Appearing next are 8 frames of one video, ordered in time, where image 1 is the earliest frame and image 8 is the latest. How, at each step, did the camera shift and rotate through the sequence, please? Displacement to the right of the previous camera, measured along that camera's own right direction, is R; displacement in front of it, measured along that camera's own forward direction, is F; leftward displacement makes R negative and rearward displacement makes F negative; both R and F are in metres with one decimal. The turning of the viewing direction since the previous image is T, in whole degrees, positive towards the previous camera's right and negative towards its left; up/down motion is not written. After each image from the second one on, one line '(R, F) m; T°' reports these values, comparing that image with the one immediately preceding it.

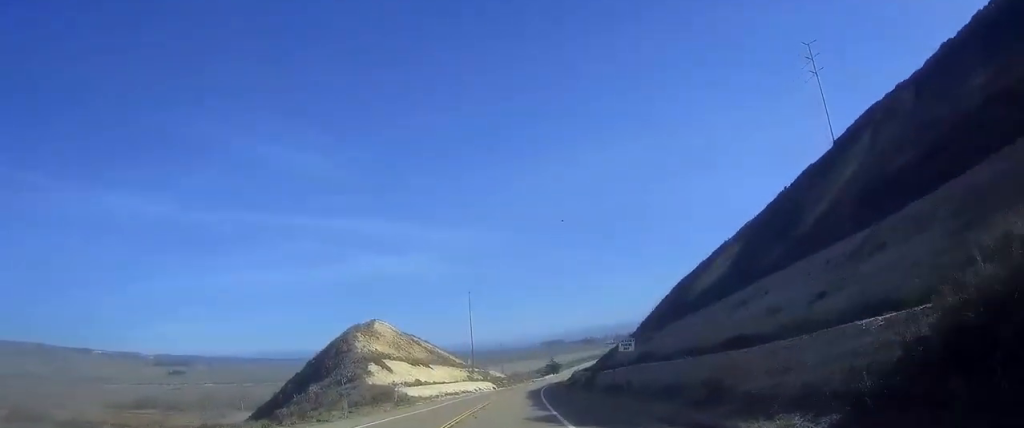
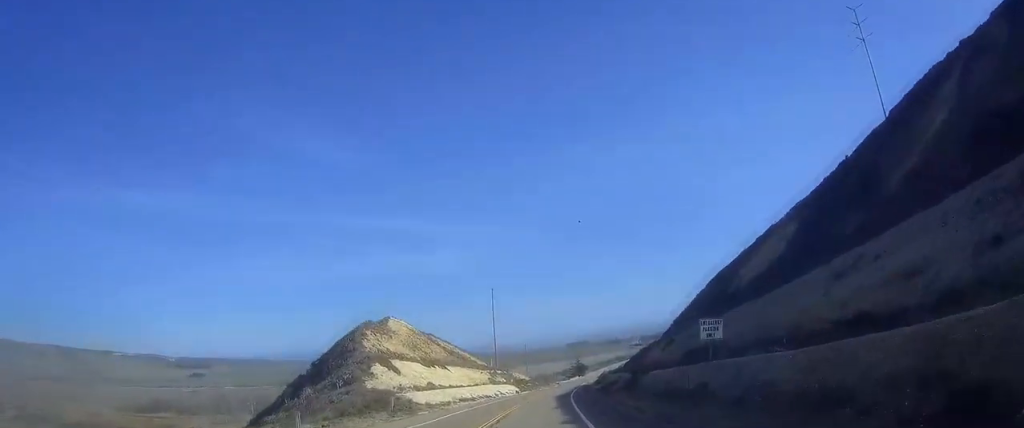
(-0.1, +10.9) m; +1°
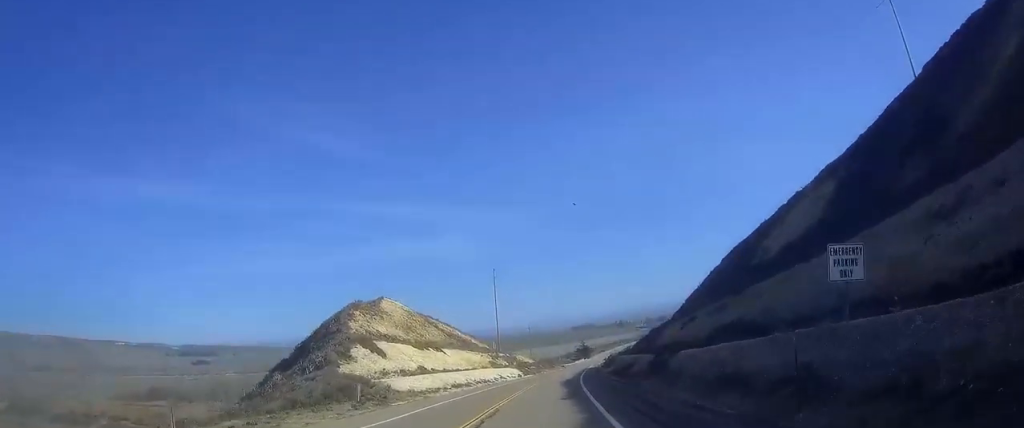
(+0.2, +9.3) m; +1°
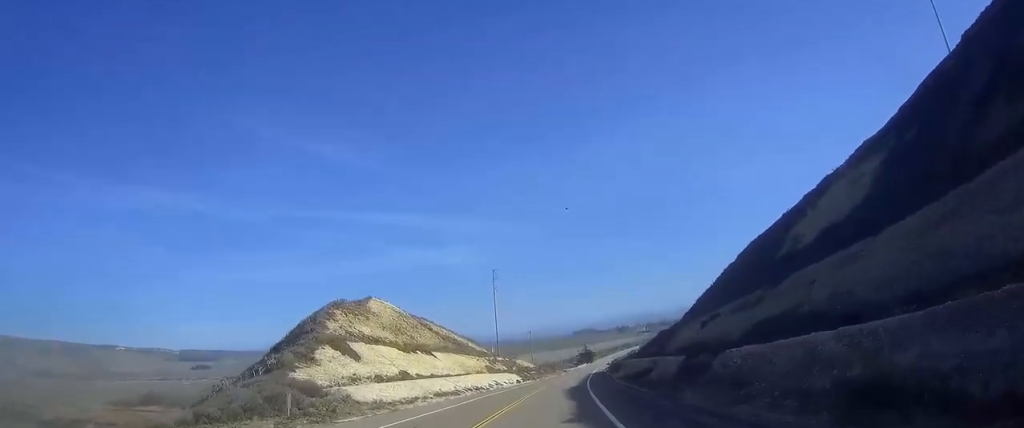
(0.0, +10.1) m; +1°
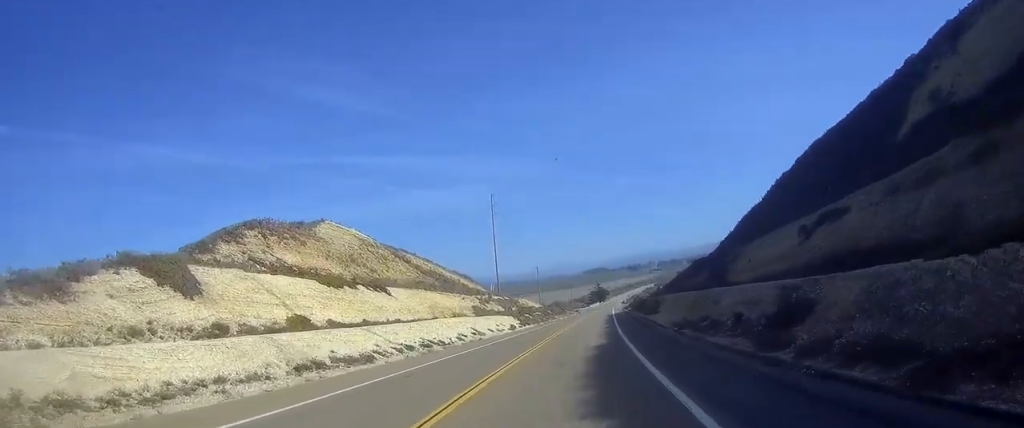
(+0.5, +29.5) m; +2°
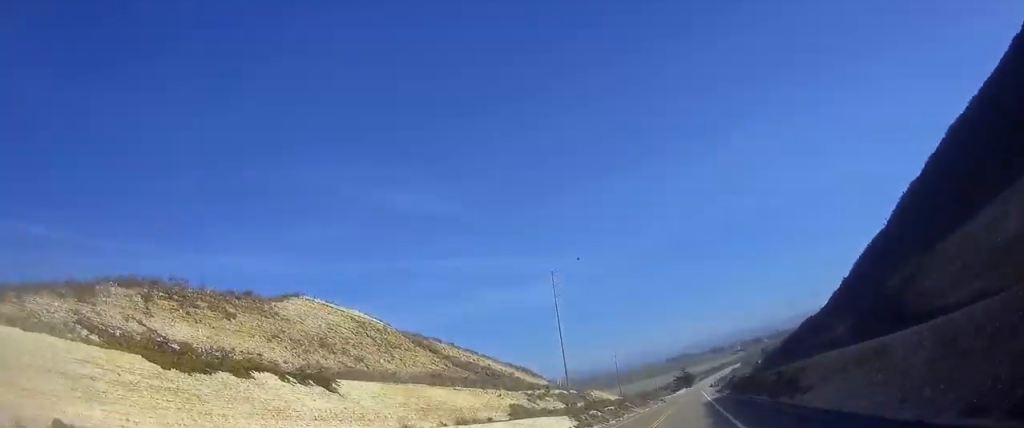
(+0.2, +28.7) m; +1°
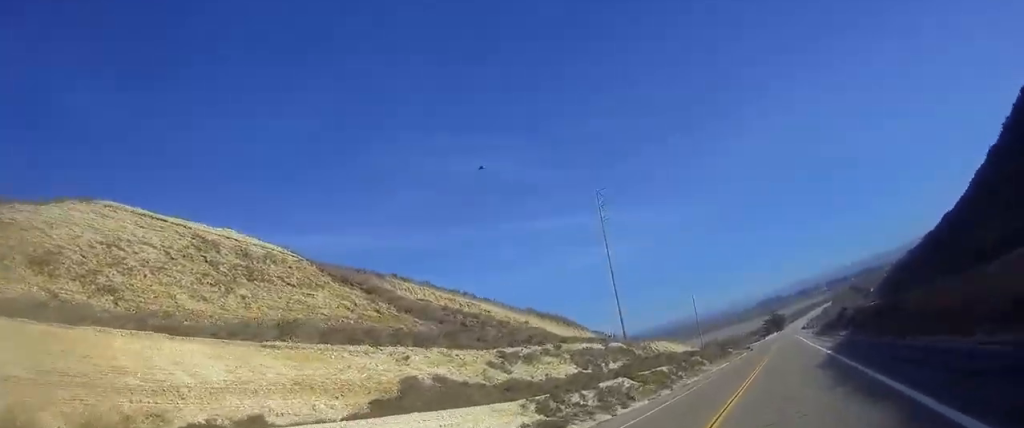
(+0.2, +36.7) m; 0°
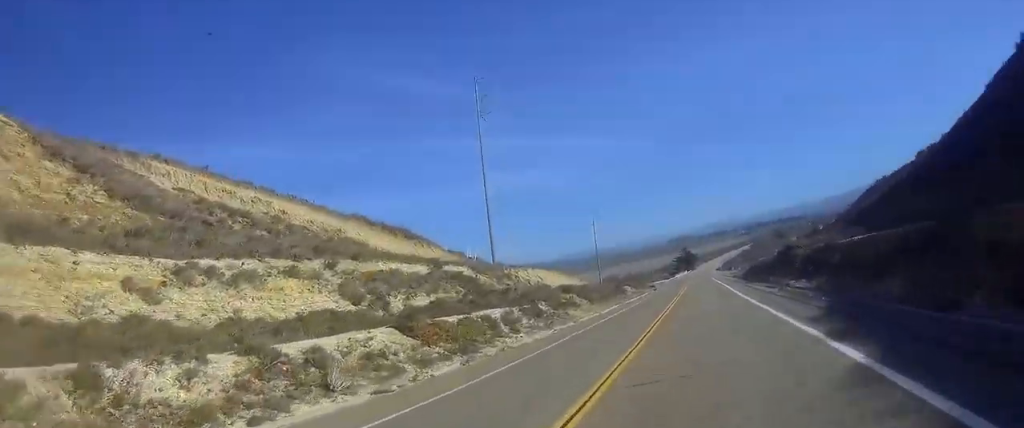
(0.0, +23.1) m; 0°
